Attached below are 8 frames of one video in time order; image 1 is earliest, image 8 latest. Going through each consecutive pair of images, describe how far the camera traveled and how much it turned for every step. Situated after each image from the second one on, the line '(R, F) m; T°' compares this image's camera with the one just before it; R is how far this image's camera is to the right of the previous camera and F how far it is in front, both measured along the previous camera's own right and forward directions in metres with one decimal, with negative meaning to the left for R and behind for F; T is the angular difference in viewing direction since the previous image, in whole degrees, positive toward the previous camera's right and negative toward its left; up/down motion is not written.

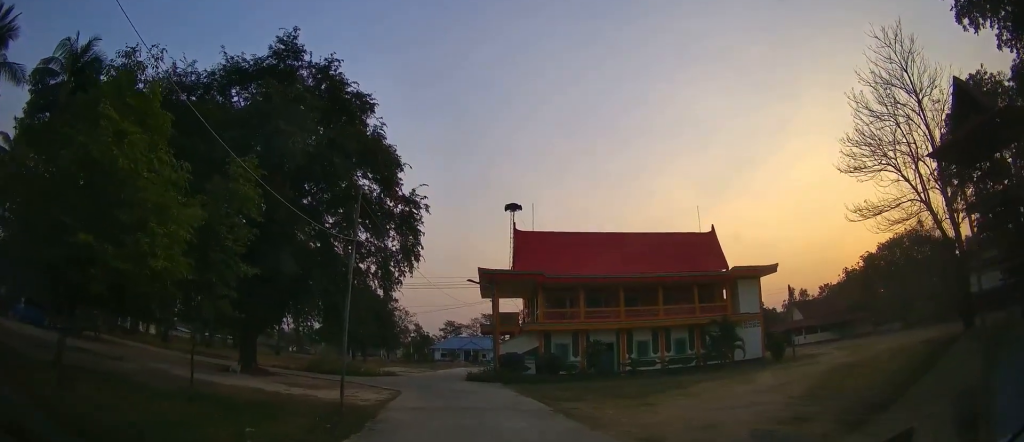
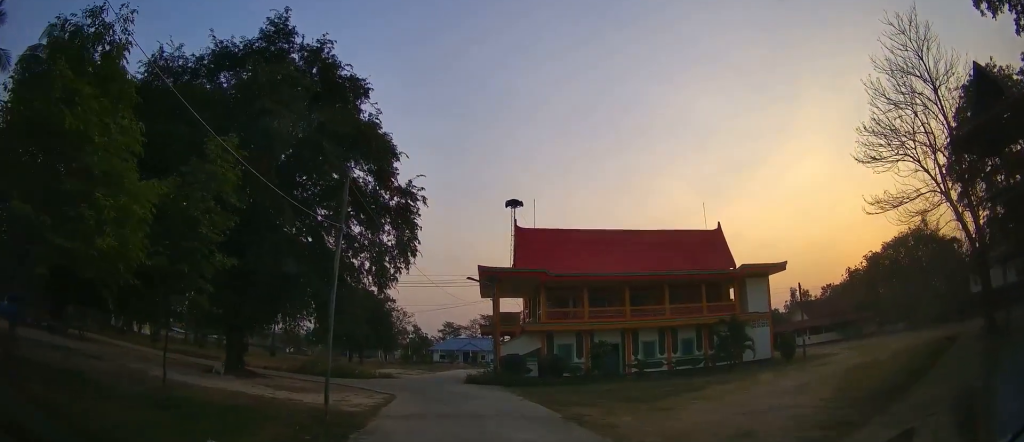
(0.0, +1.4) m; -1°
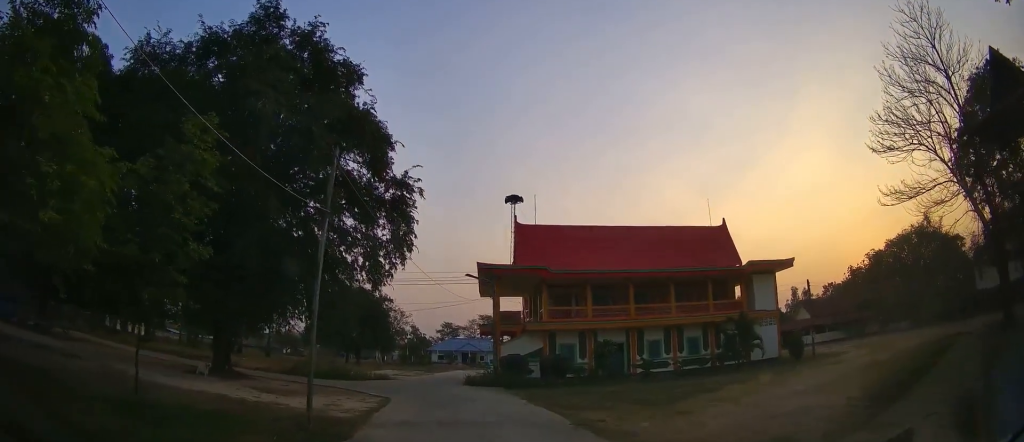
(0.0, +1.1) m; -1°
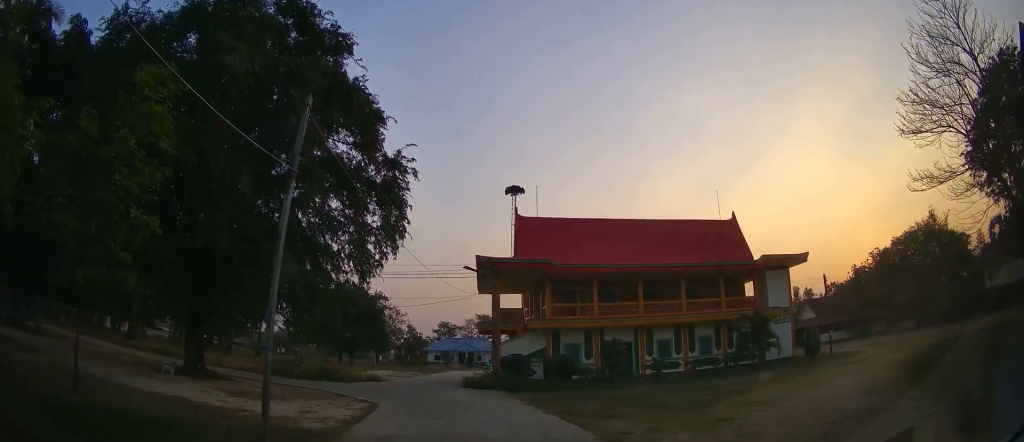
(0.0, +2.1) m; 0°
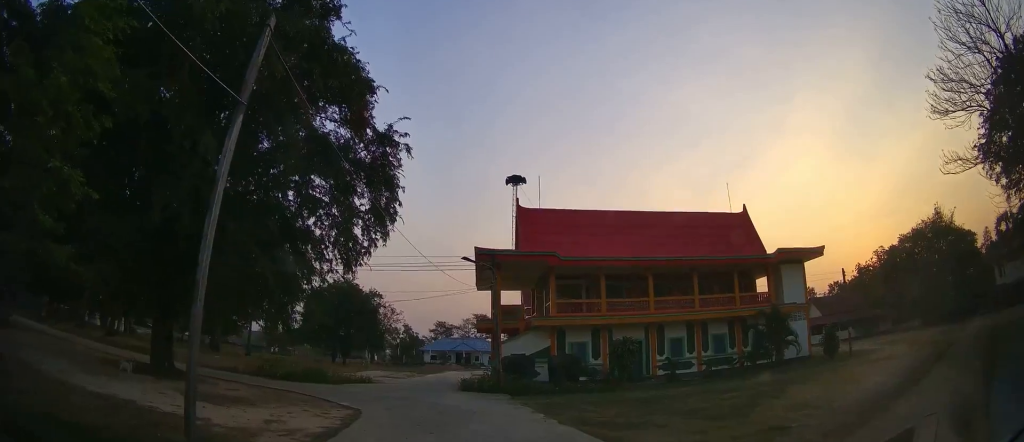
(0.0, +2.0) m; 0°
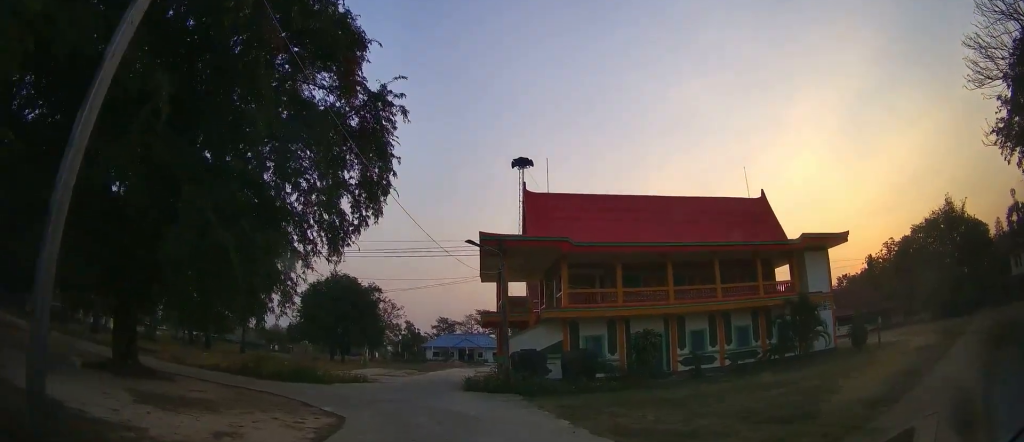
(0.0, +2.3) m; -1°
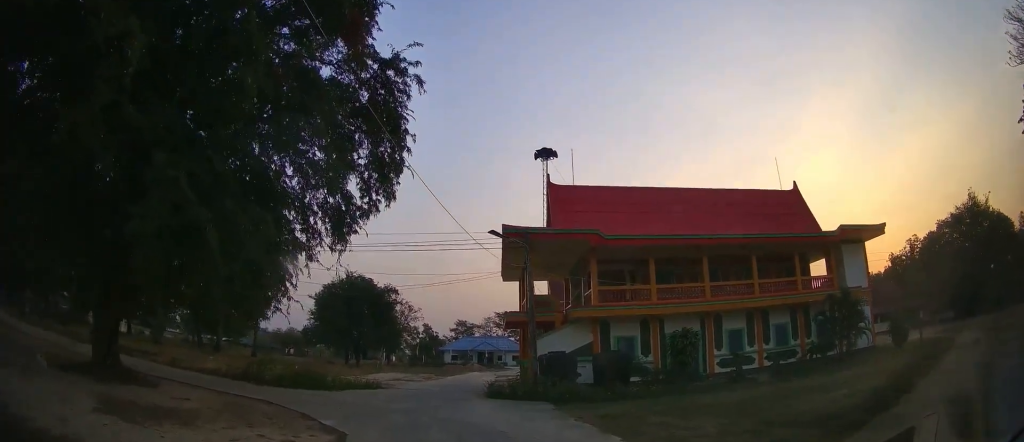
(-0.1, +1.7) m; -8°
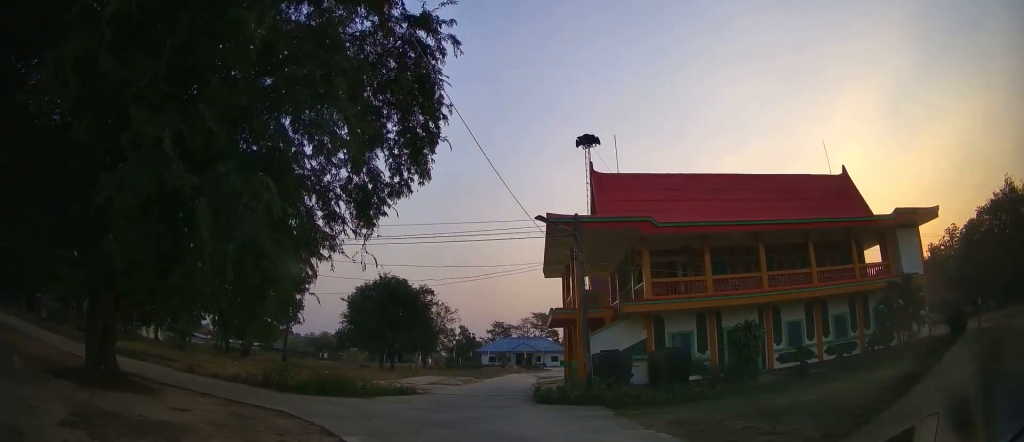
(-0.1, +1.6) m; -10°
